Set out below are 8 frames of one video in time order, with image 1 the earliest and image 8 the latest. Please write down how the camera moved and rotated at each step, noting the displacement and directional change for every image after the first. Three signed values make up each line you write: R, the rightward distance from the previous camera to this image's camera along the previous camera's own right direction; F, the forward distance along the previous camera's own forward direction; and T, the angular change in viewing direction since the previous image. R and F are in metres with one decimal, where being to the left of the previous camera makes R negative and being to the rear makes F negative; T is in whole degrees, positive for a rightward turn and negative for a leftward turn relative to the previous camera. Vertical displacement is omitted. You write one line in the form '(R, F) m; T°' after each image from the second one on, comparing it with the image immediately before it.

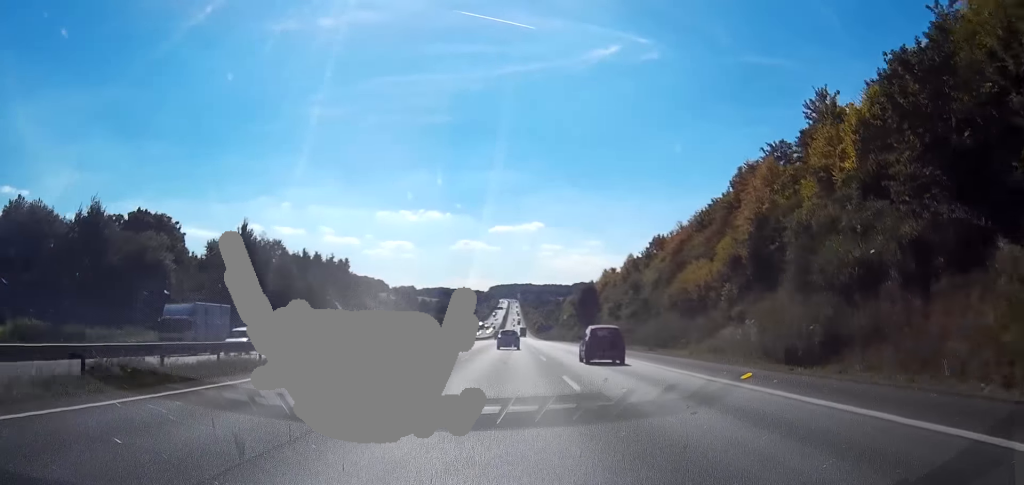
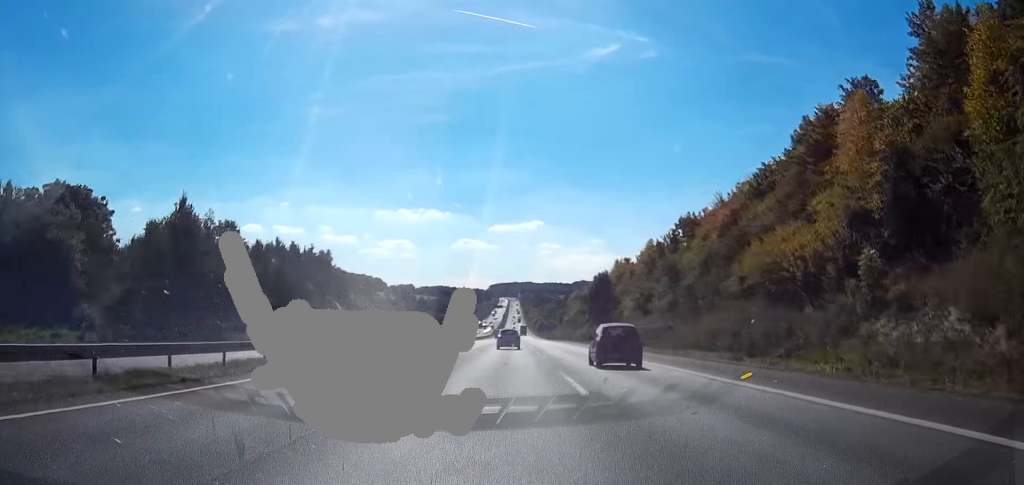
(+0.1, +19.2) m; +1°
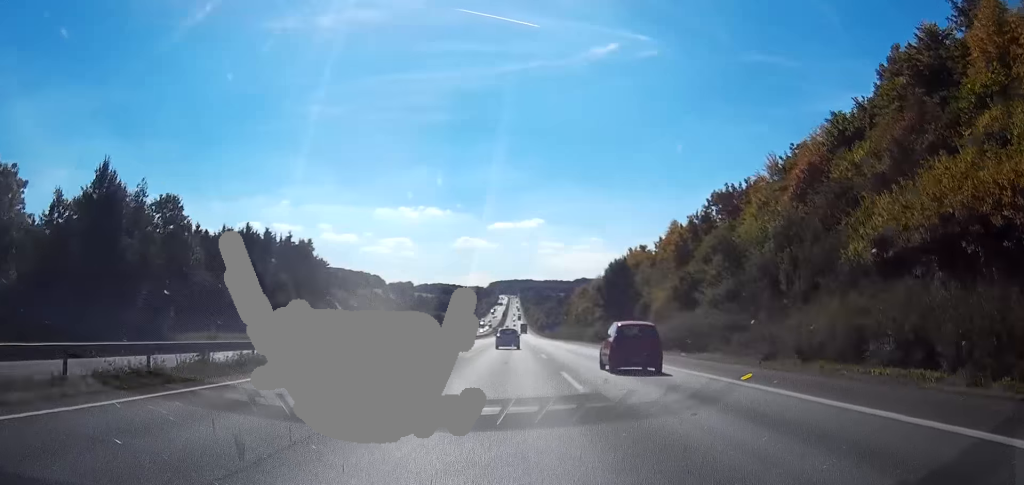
(+0.1, +16.9) m; 0°
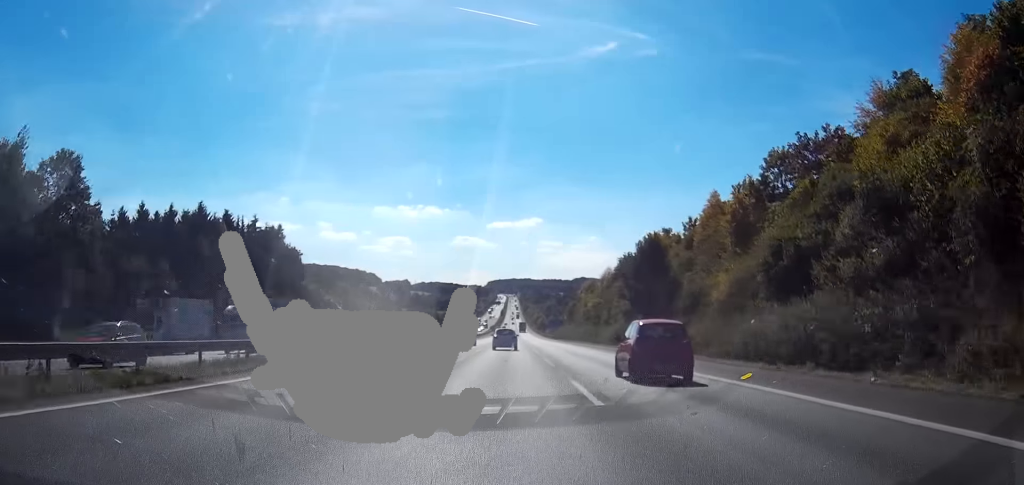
(+0.2, +20.2) m; 0°
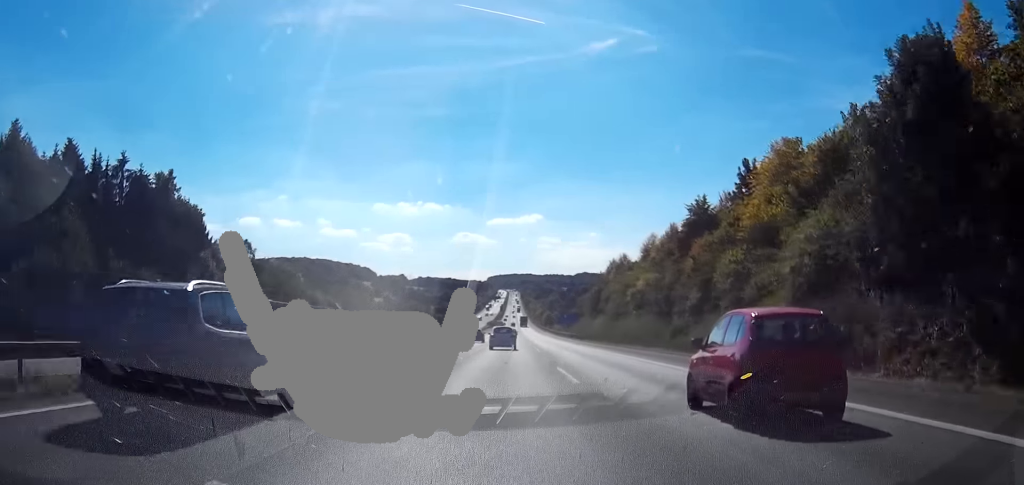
(-0.1, +48.3) m; -1°
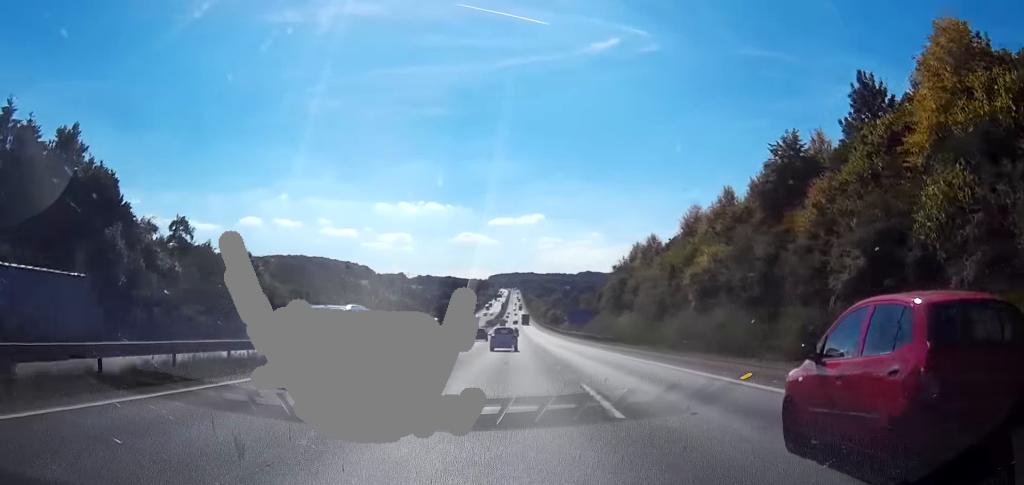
(0.0, +24.8) m; -1°
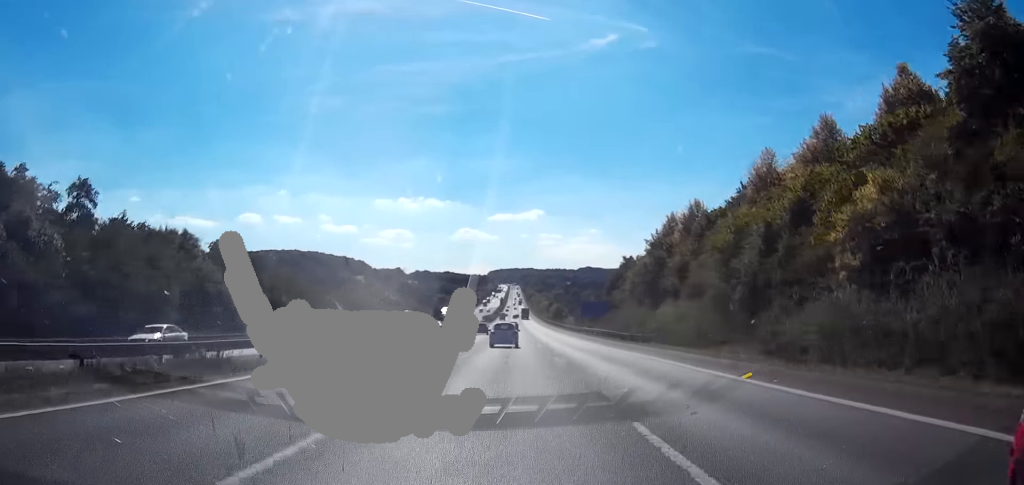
(-0.4, +24.9) m; -1°
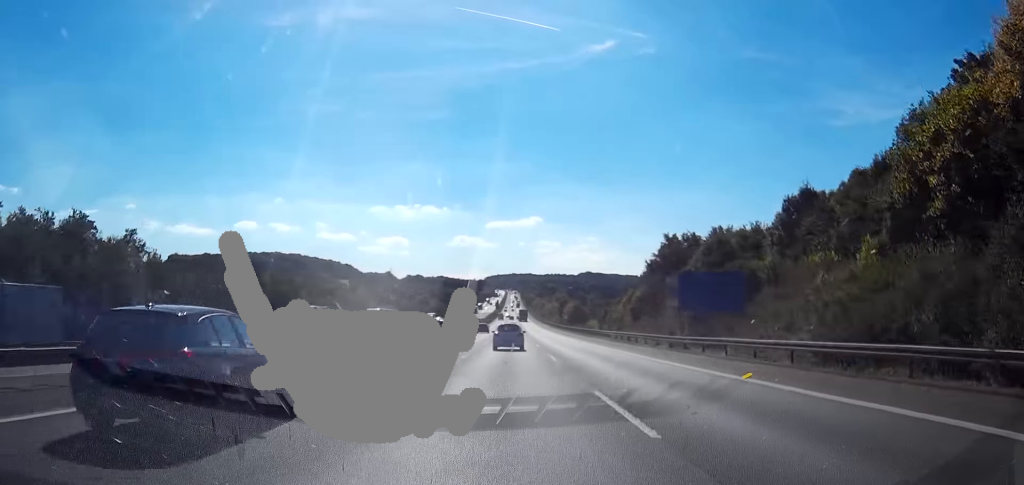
(-0.5, +67.8) m; 0°
